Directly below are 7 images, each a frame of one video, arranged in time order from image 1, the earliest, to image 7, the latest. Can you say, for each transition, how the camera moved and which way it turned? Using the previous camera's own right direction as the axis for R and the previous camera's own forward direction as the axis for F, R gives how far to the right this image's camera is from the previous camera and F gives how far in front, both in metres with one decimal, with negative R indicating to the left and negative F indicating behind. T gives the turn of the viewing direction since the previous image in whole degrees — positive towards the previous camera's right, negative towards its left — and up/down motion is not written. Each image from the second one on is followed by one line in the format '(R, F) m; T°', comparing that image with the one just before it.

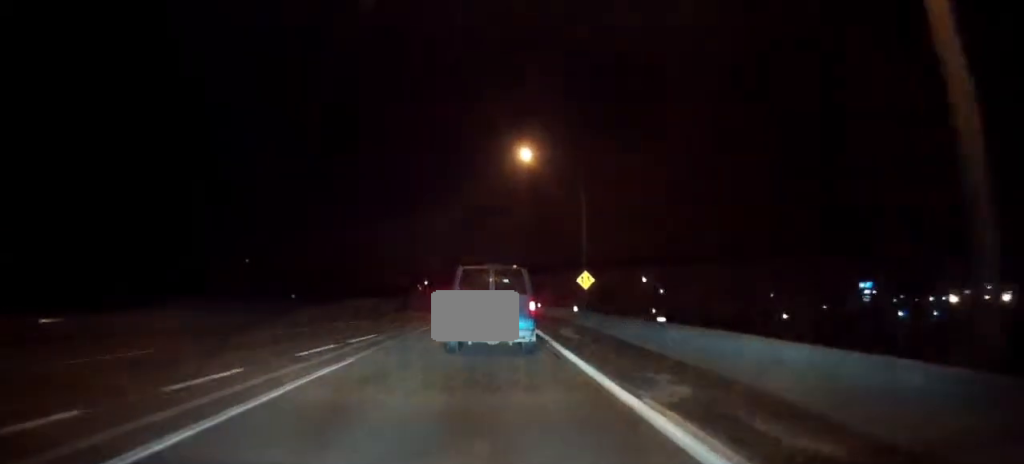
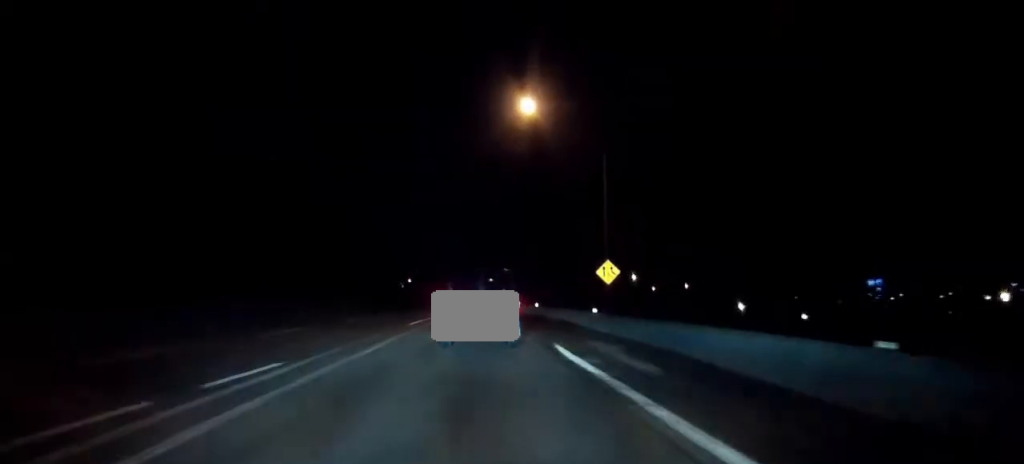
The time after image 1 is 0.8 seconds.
(0.0, +11.2) m; +1°
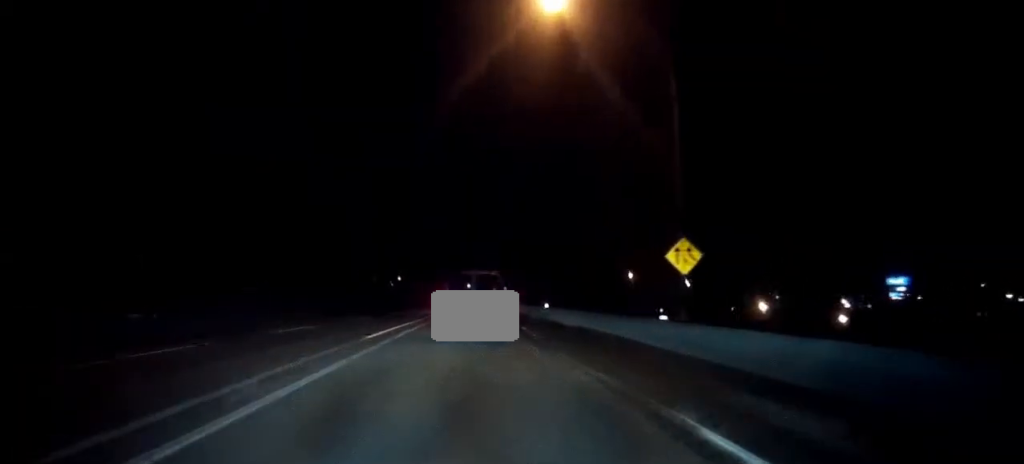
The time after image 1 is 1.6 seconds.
(+0.1, +12.7) m; +1°
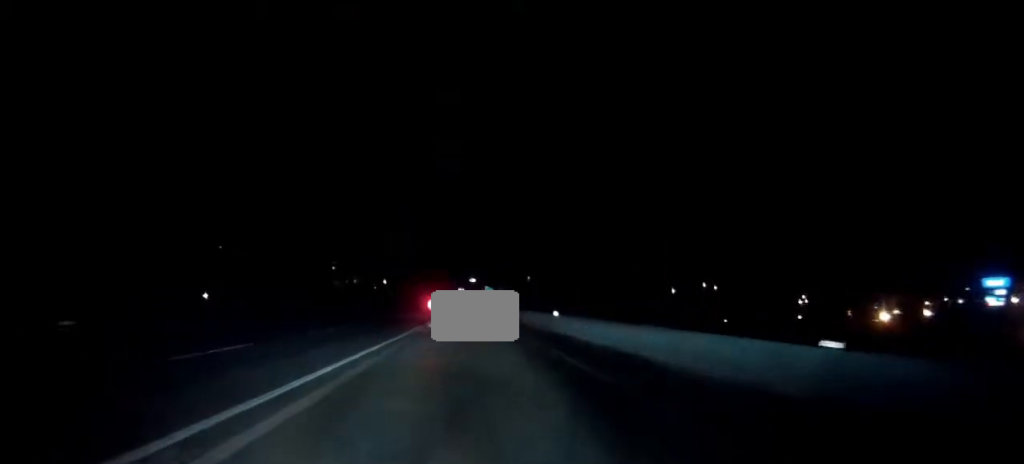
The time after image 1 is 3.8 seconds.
(+0.3, +36.3) m; +1°
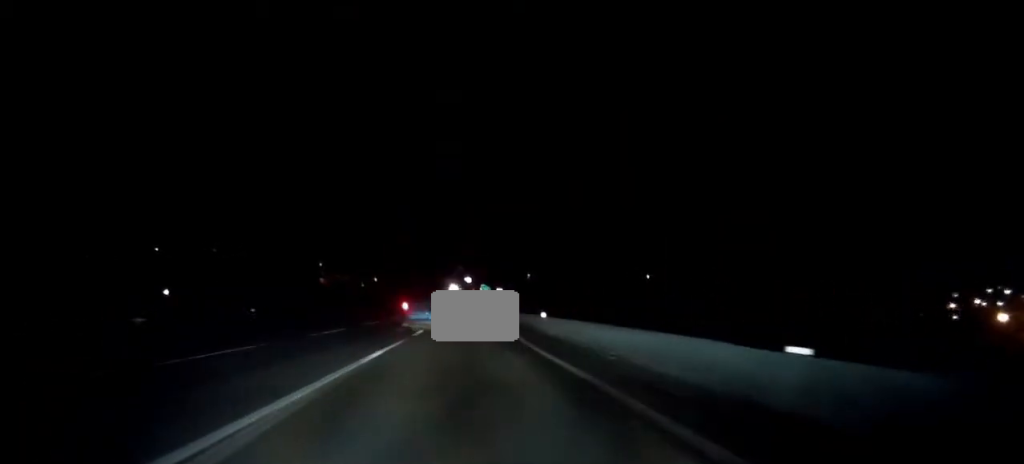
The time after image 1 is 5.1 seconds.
(+0.3, +25.0) m; +1°
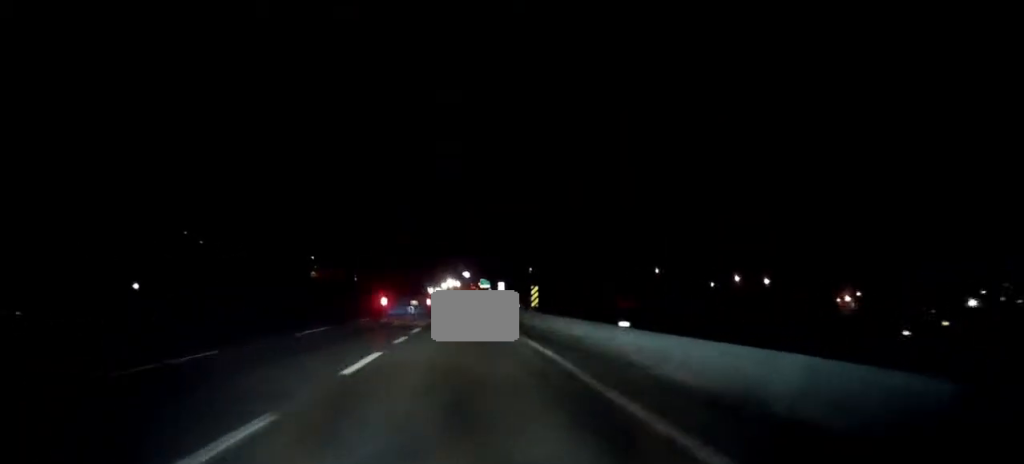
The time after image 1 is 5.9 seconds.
(0.0, +16.8) m; 0°
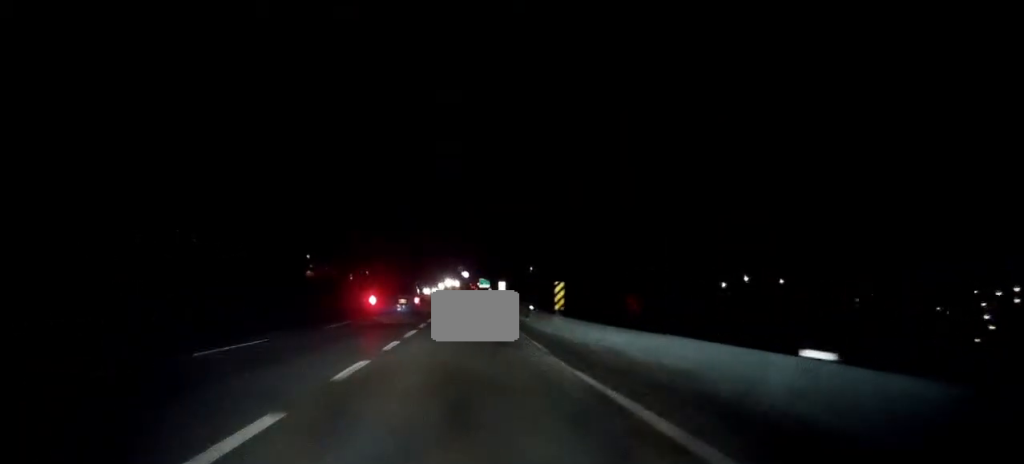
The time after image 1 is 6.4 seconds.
(0.0, +8.9) m; 0°
